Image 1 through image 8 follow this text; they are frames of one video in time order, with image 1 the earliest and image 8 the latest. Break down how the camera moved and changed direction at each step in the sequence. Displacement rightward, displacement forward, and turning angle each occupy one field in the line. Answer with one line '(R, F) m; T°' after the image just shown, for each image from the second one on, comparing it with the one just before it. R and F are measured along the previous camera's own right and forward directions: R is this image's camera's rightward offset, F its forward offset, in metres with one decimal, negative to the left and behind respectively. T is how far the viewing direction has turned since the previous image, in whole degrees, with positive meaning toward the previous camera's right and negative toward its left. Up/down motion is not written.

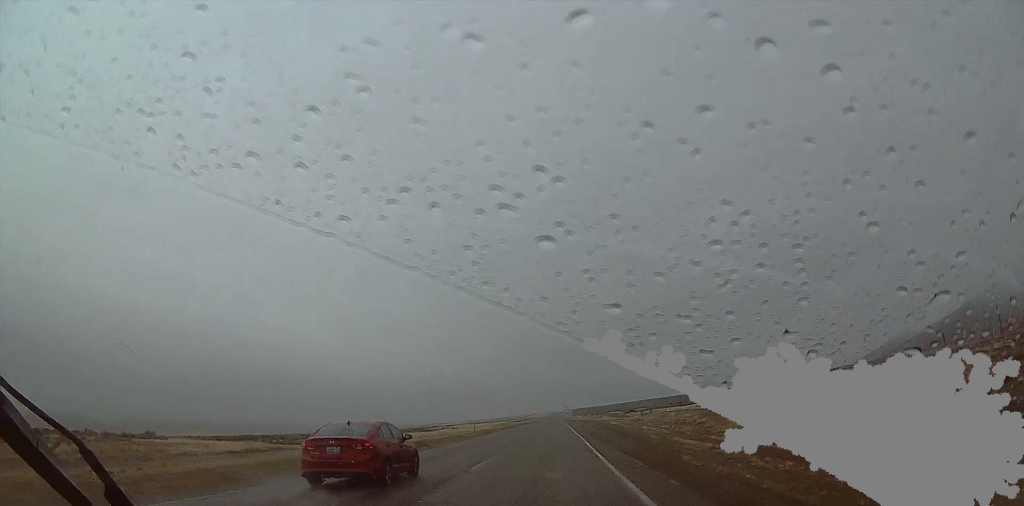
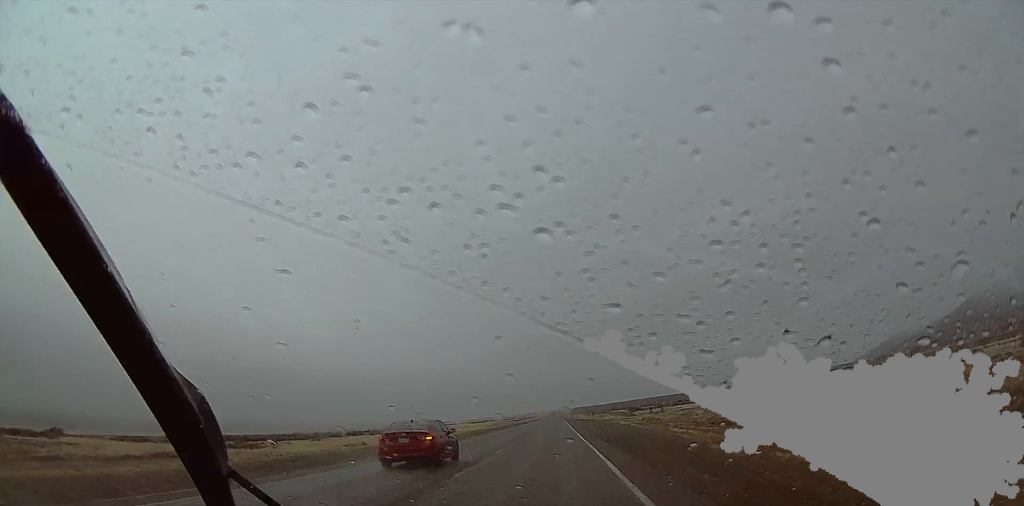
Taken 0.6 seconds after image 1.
(+0.4, +16.7) m; +1°
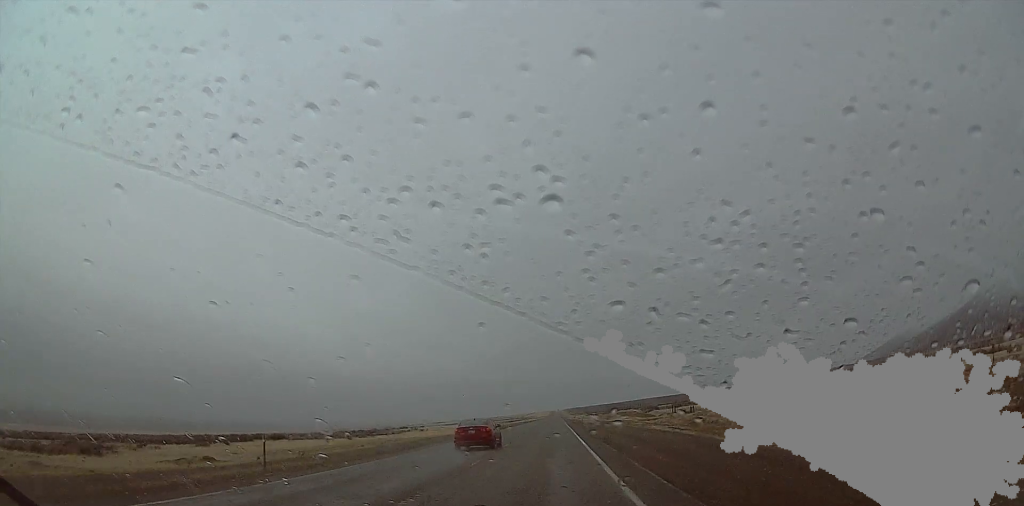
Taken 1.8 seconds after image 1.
(-0.1, +30.7) m; 0°
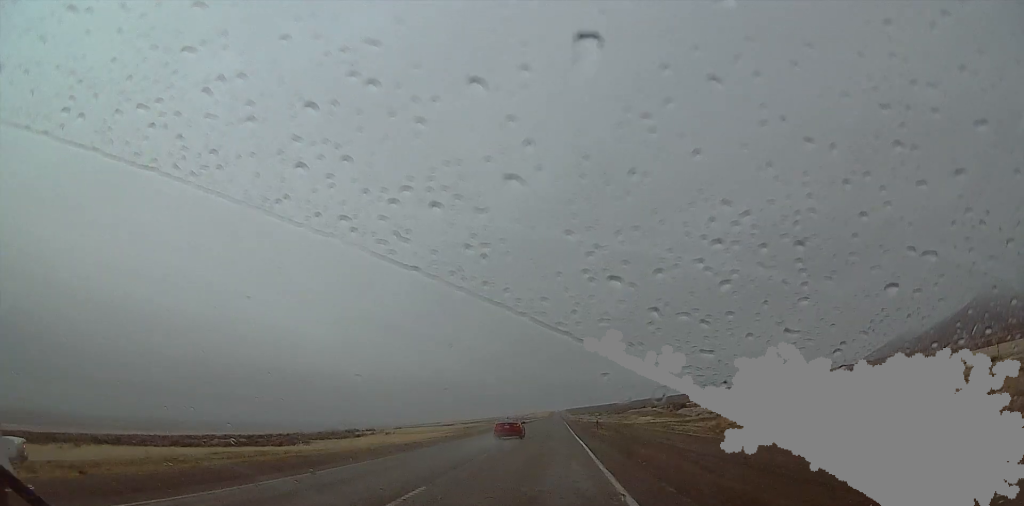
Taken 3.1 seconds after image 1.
(+0.1, +33.4) m; 0°
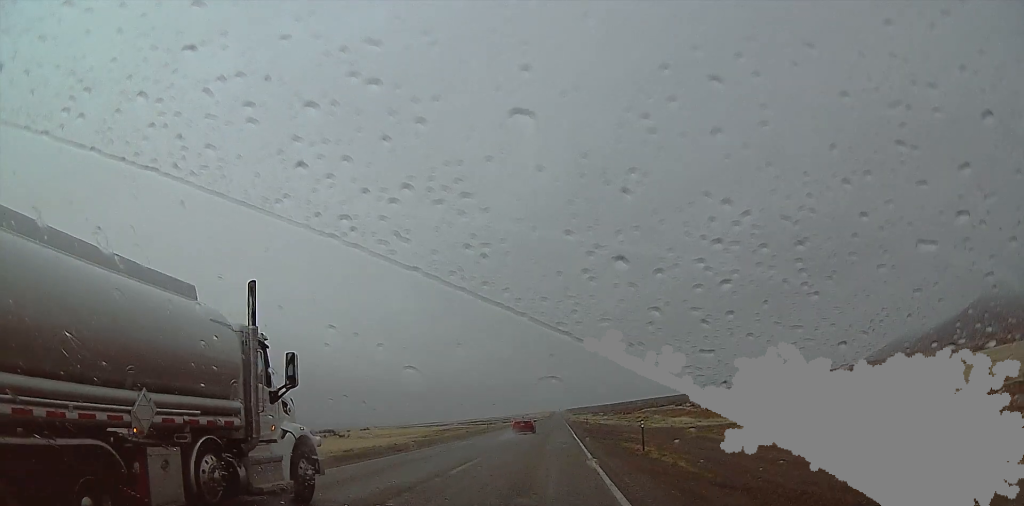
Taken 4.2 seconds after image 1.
(0.0, +29.1) m; 0°
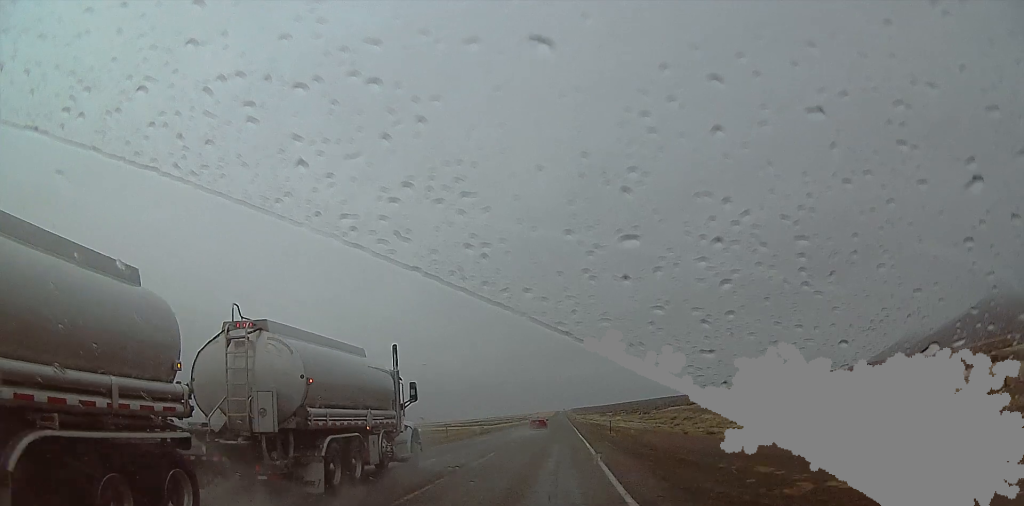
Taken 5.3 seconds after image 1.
(-0.1, +30.7) m; 0°
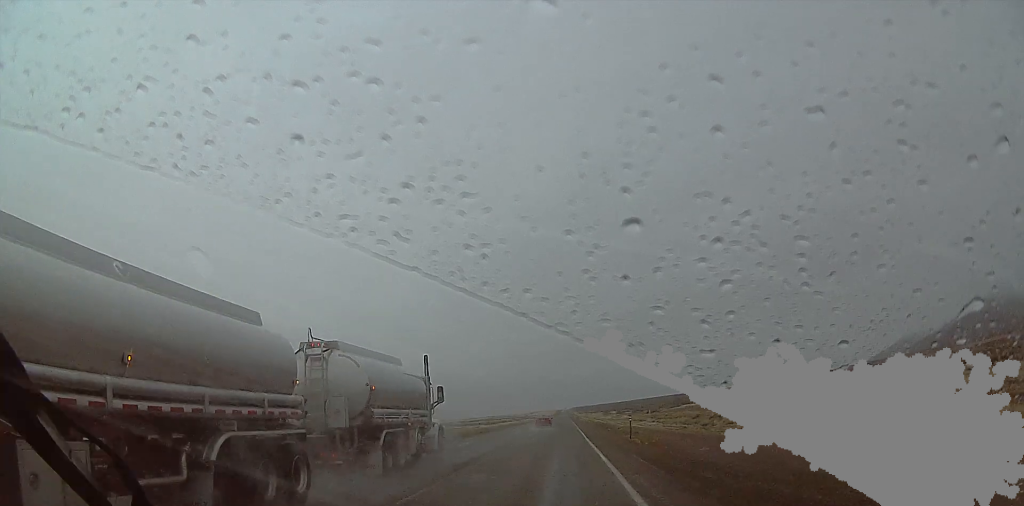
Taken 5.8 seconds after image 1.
(0.0, +12.3) m; 0°
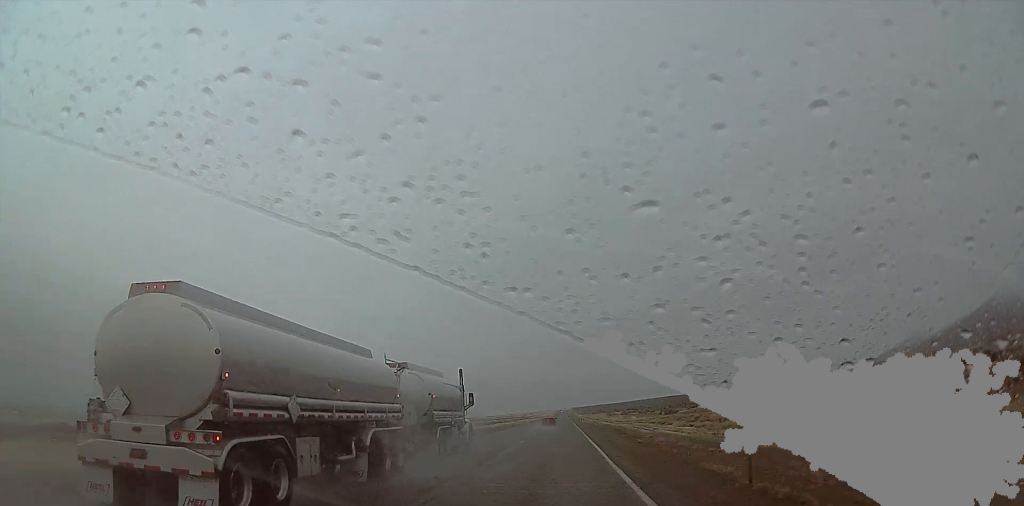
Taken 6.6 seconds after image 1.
(+0.1, +21.0) m; 0°
